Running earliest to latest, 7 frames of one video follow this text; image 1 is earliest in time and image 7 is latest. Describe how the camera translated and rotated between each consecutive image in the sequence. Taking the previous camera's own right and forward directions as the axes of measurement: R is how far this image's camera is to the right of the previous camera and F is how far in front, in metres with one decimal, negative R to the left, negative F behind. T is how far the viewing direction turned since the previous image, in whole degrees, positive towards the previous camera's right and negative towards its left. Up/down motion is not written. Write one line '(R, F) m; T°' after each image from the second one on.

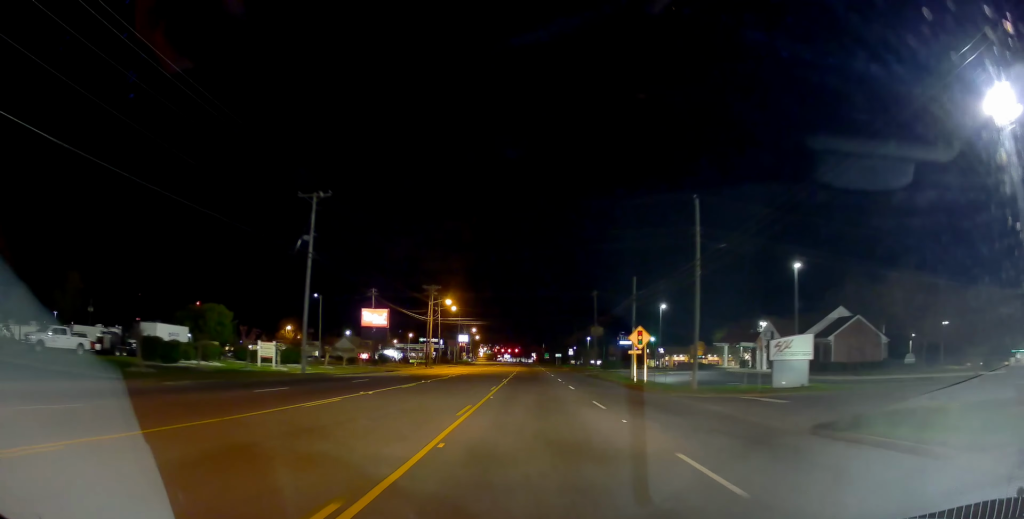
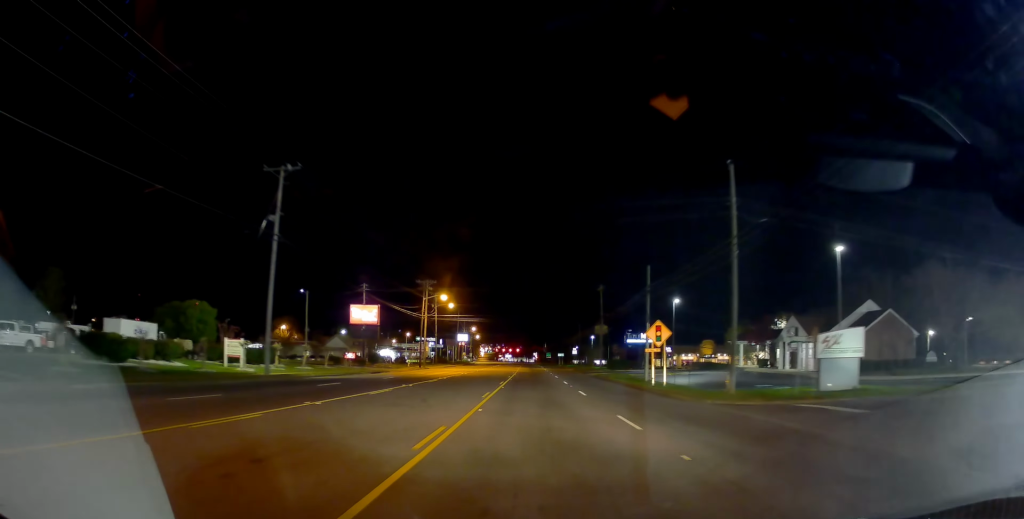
(-0.2, +5.6) m; 0°
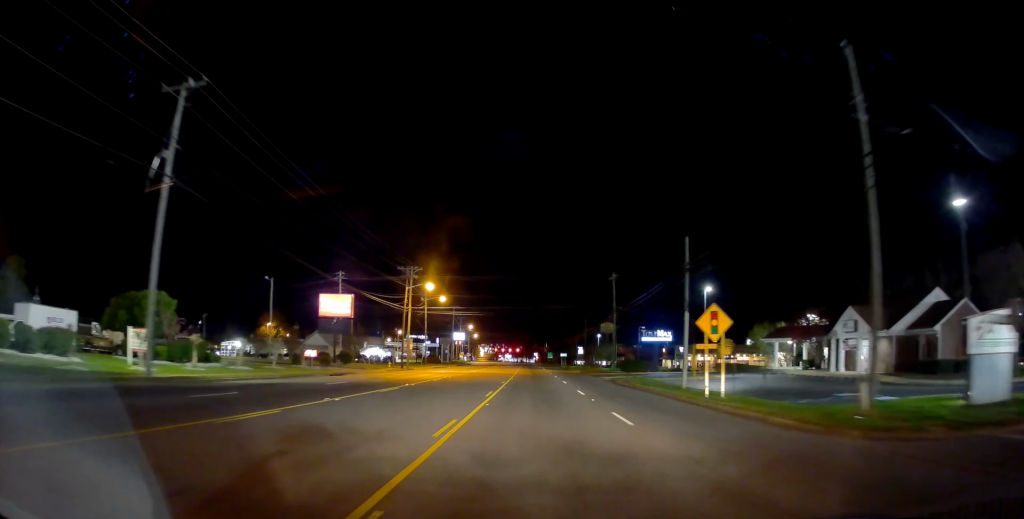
(0.0, +11.0) m; +1°
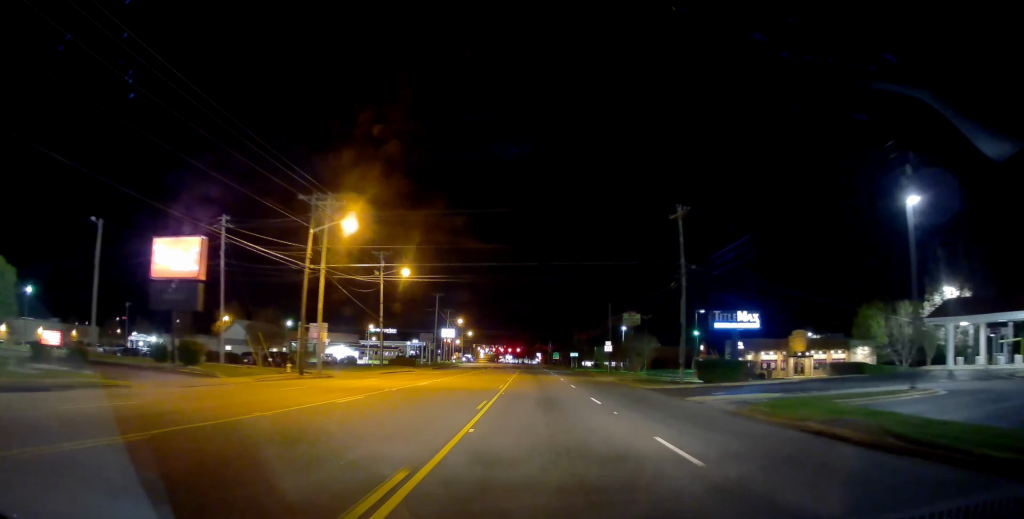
(+0.2, +30.8) m; +1°
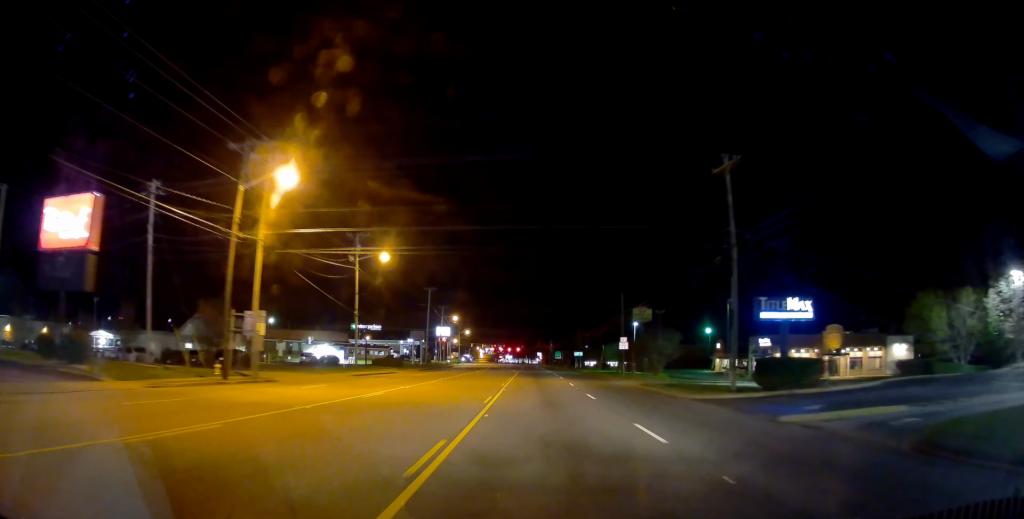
(+0.1, +9.8) m; +1°
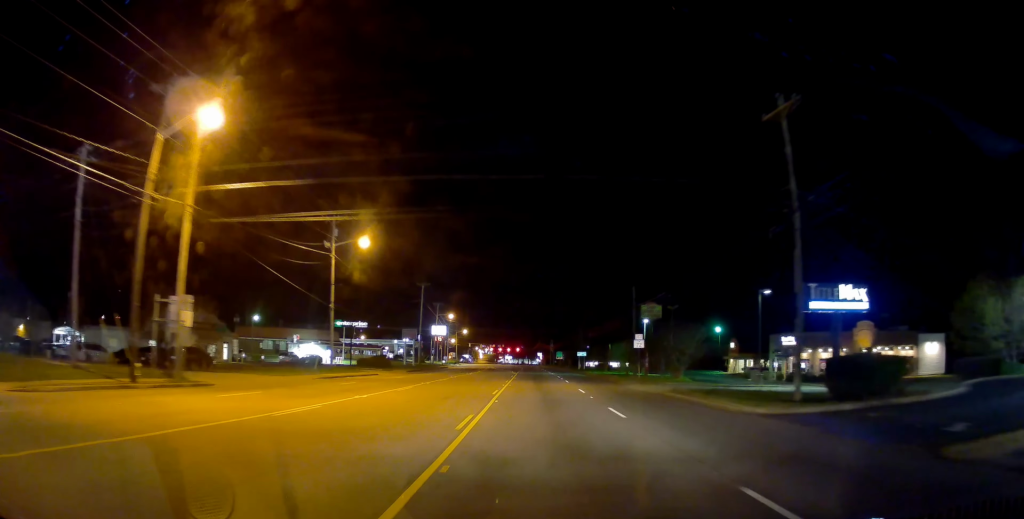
(0.0, +7.2) m; 0°
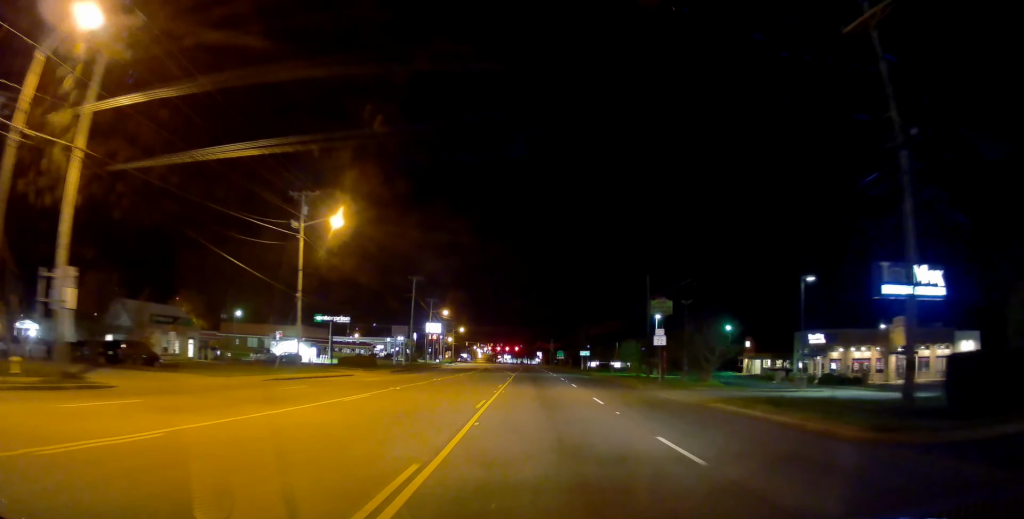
(0.0, +7.3) m; 0°
